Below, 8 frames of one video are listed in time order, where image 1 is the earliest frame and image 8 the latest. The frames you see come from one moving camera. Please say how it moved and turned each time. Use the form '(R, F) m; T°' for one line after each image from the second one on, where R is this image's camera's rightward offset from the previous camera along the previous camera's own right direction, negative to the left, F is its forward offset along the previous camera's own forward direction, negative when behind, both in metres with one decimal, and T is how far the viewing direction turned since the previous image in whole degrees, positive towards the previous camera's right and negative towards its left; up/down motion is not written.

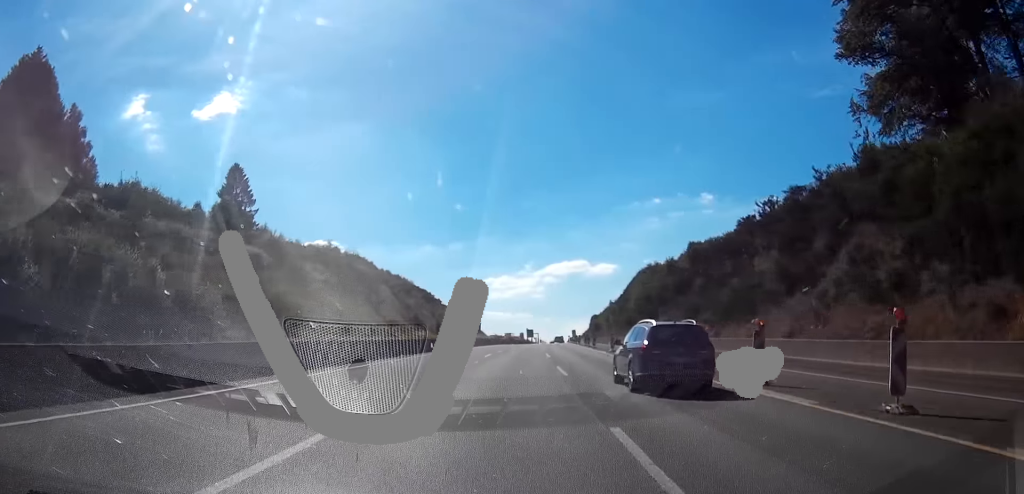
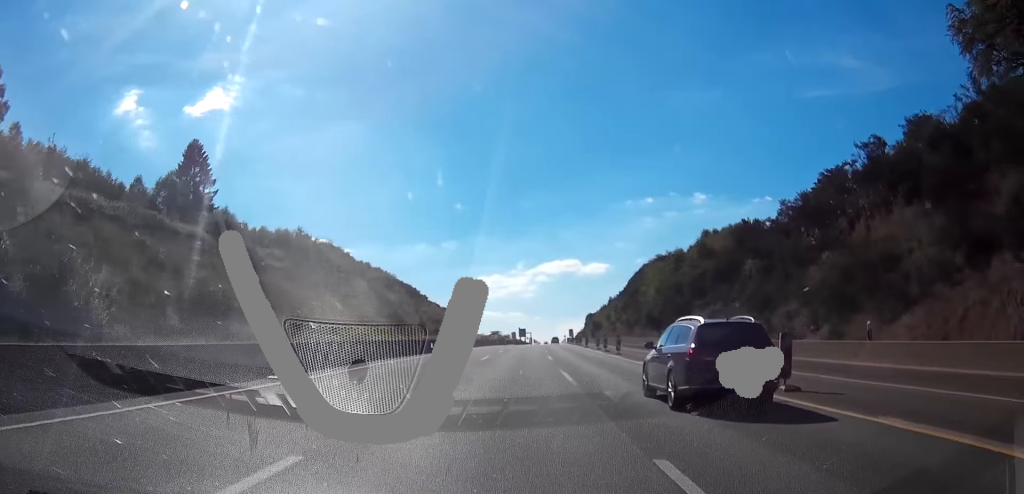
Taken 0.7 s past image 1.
(+0.2, +20.5) m; 0°
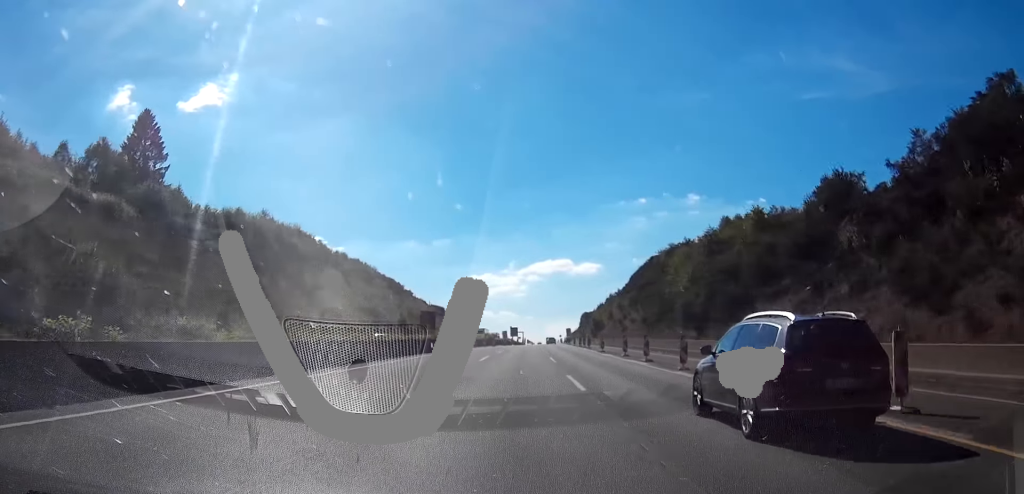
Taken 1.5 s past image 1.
(+0.1, +20.6) m; 0°
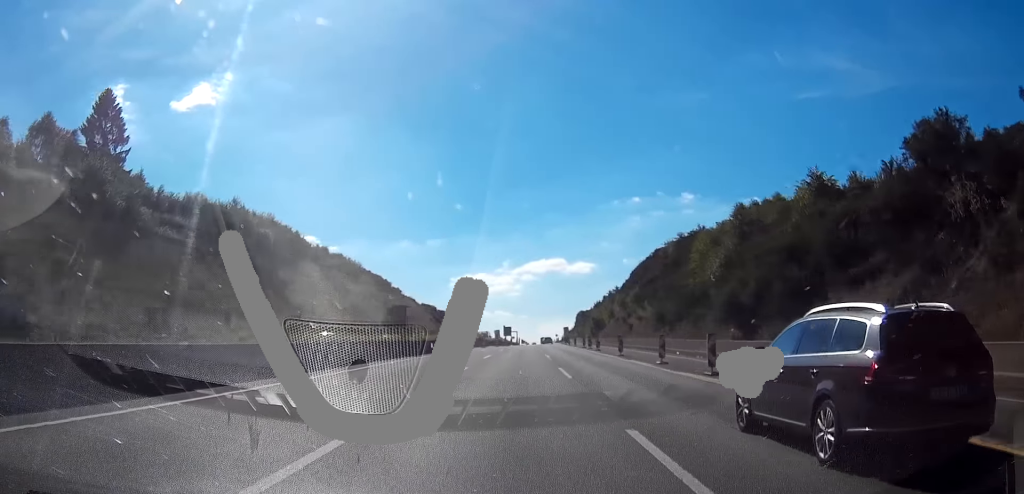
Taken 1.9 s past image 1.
(0.0, +13.2) m; 0°
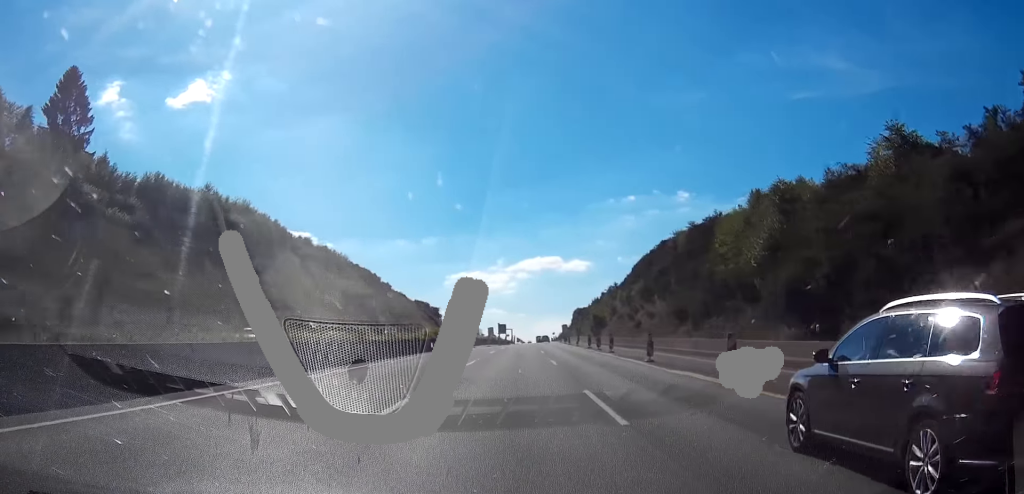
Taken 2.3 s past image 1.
(0.0, +11.4) m; 0°
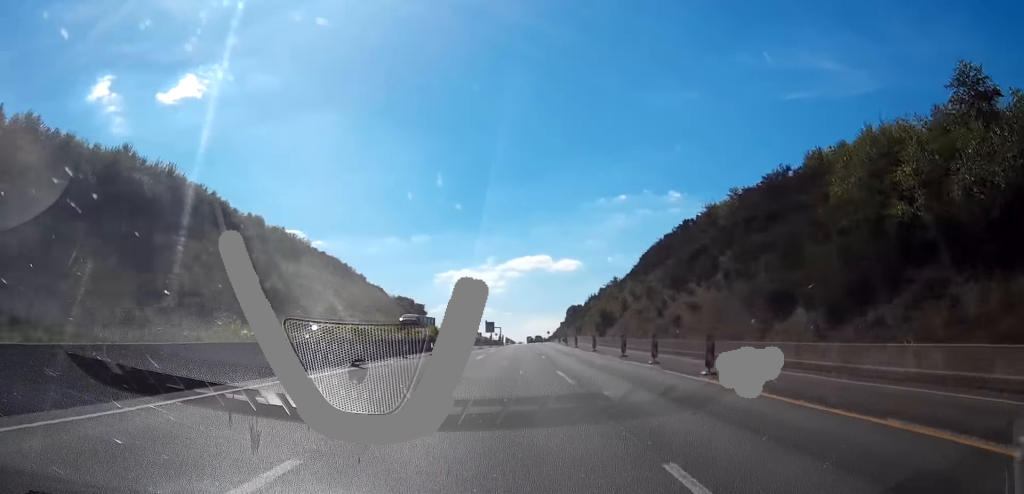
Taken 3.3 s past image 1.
(-0.4, +27.7) m; -1°
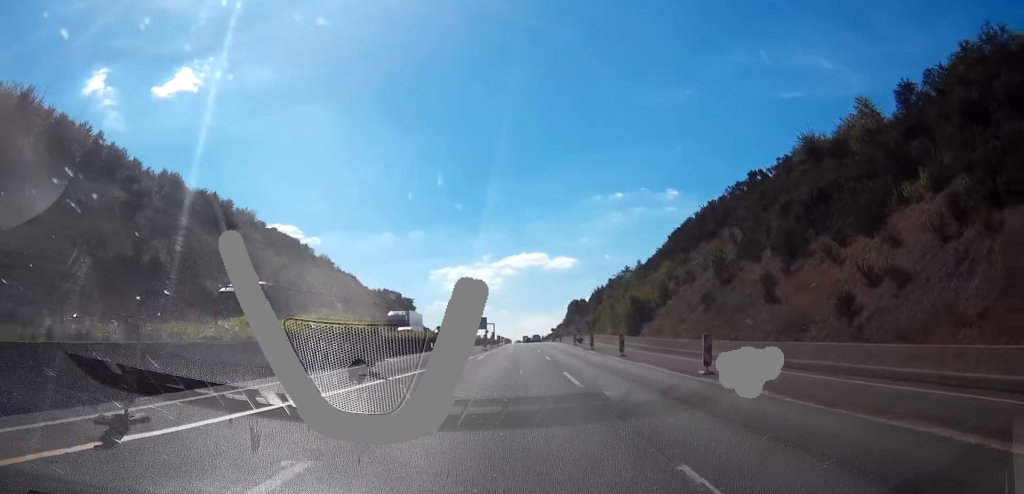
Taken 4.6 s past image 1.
(+0.2, +36.6) m; +1°
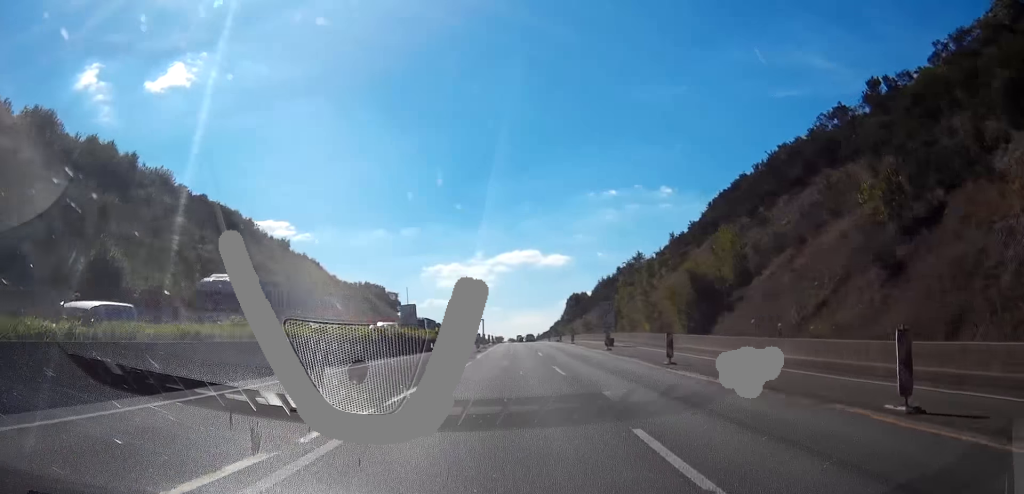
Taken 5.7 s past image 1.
(+0.2, +33.7) m; 0°
